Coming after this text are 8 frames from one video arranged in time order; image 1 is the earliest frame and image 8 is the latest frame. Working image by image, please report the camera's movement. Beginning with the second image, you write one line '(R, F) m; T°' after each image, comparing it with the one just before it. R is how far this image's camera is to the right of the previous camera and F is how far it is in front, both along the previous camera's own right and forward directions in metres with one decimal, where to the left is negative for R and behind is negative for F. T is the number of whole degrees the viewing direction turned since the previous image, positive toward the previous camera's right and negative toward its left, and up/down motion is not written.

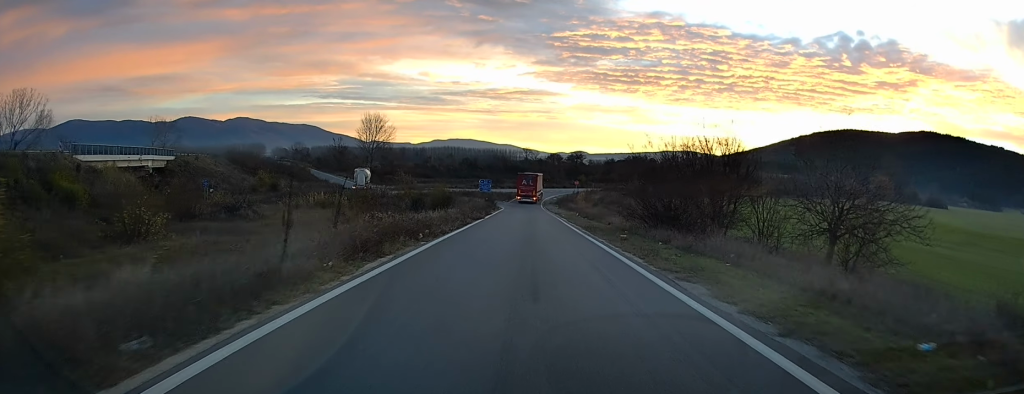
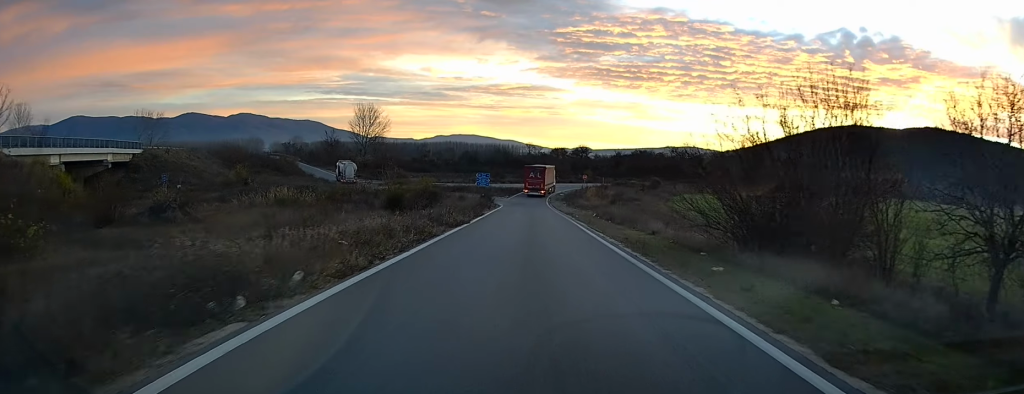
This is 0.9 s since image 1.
(+0.2, +10.9) m; +1°
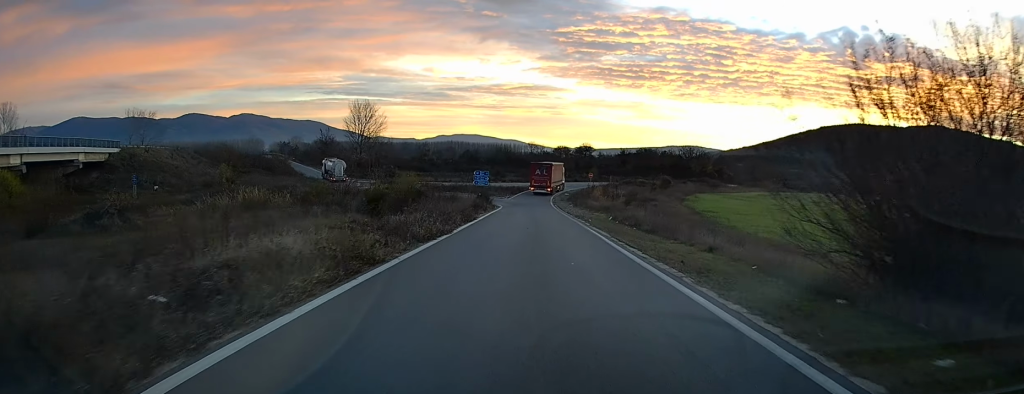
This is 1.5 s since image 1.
(+0.2, +6.7) m; 0°
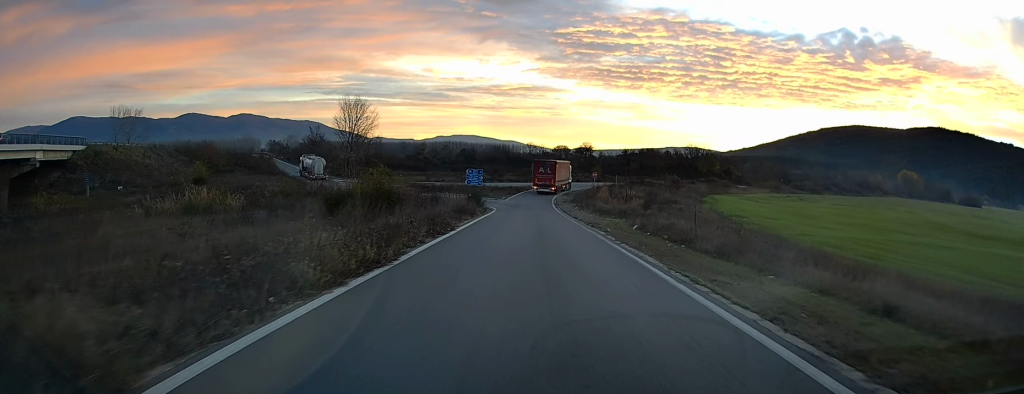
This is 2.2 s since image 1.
(-0.3, +7.9) m; 0°
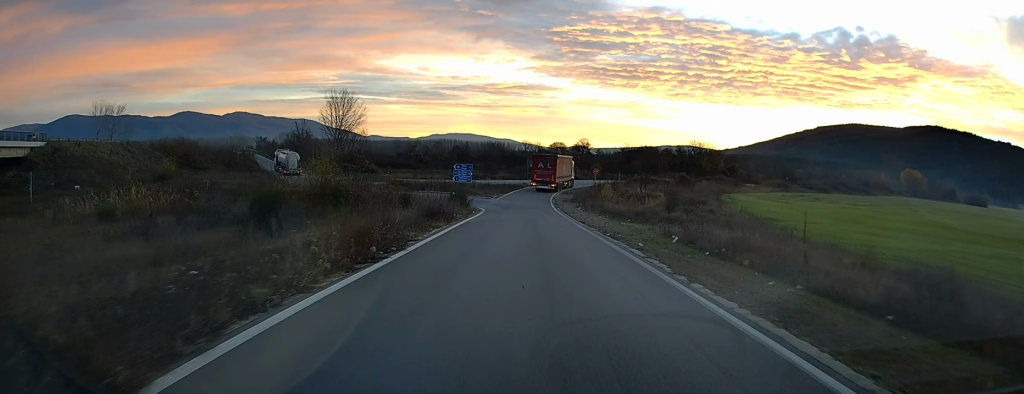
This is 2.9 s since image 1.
(+0.1, +7.5) m; +1°
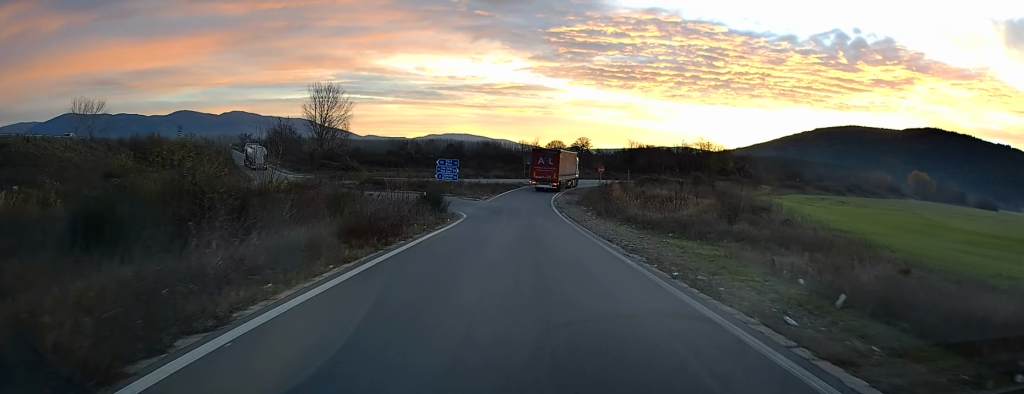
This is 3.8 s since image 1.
(+0.2, +9.6) m; +1°
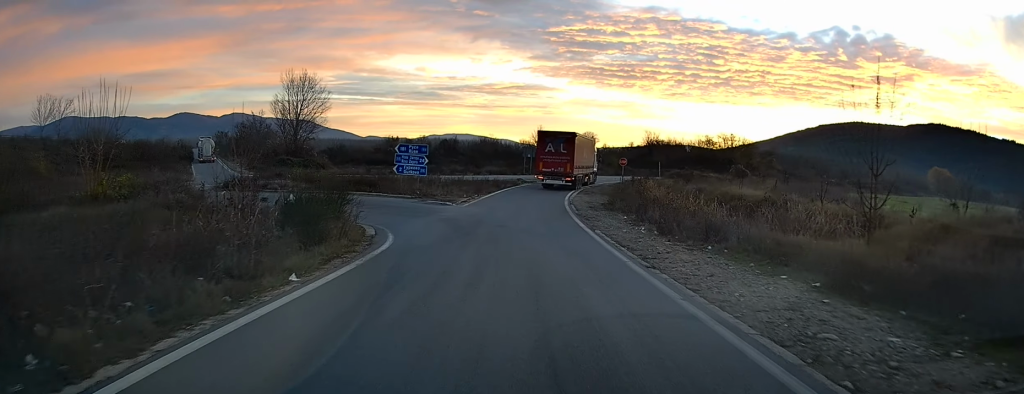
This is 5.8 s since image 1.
(-0.1, +16.1) m; -1°
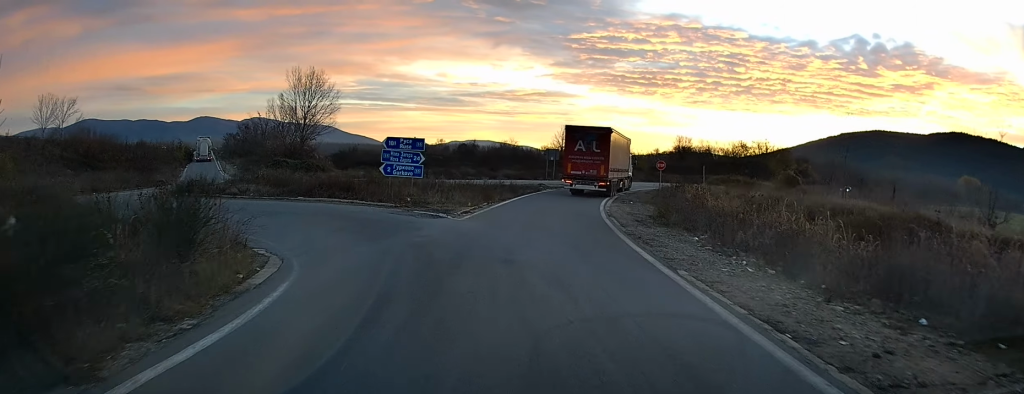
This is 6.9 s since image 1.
(-0.1, +7.4) m; -4°
